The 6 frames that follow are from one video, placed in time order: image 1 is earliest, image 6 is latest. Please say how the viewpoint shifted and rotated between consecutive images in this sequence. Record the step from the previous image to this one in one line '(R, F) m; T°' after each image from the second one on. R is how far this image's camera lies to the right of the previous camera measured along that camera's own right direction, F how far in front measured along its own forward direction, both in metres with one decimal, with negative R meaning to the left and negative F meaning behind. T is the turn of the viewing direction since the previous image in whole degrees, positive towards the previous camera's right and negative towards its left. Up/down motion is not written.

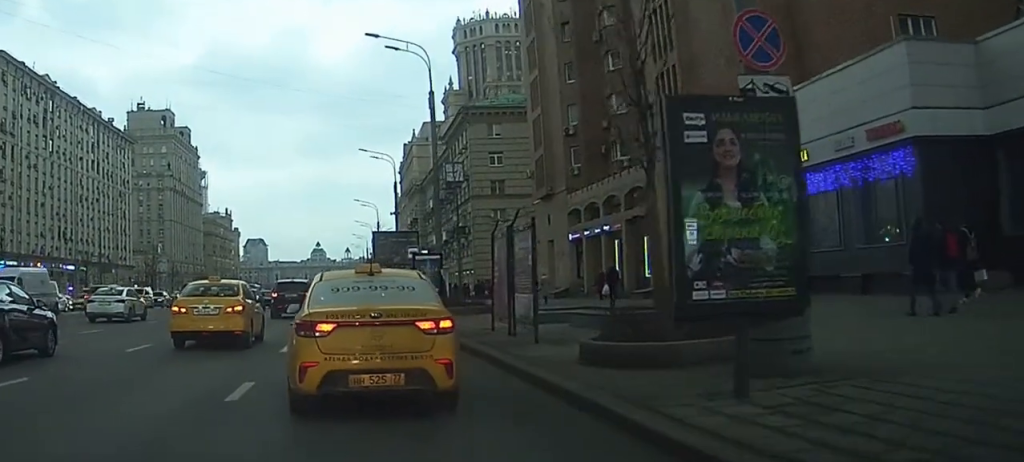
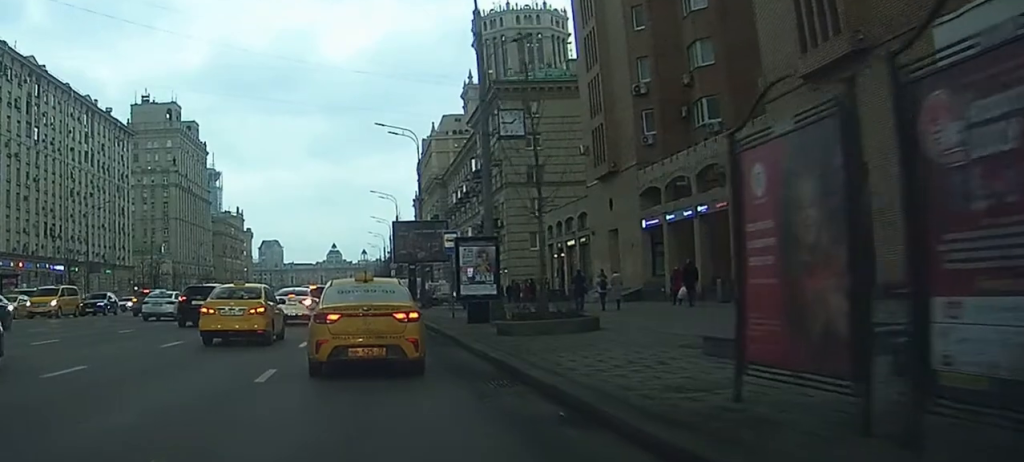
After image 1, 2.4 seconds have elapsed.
(+0.9, +12.8) m; +4°
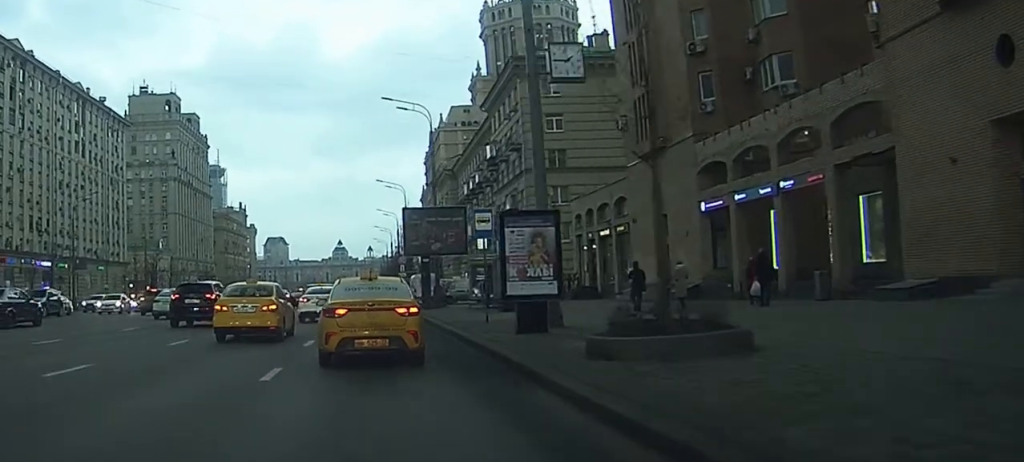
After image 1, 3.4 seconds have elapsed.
(-0.2, +7.6) m; -3°
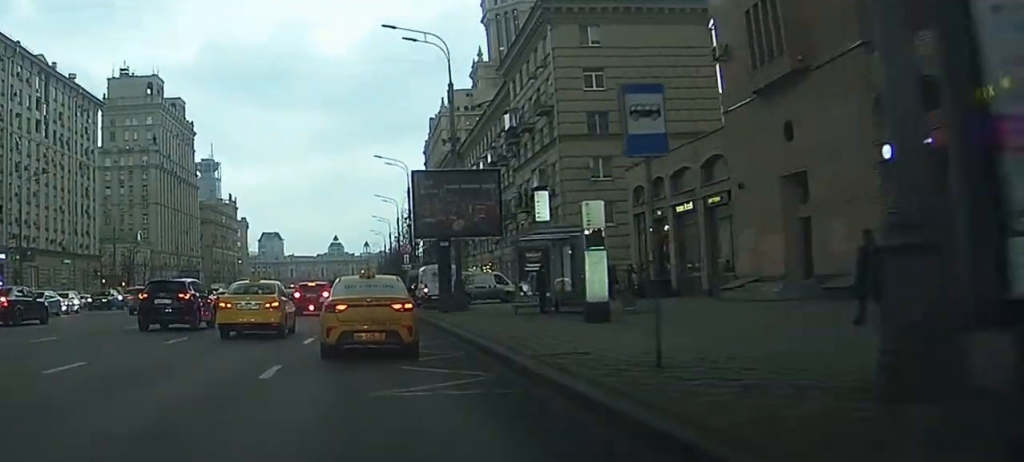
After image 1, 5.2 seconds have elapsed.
(-0.4, +15.8) m; -1°
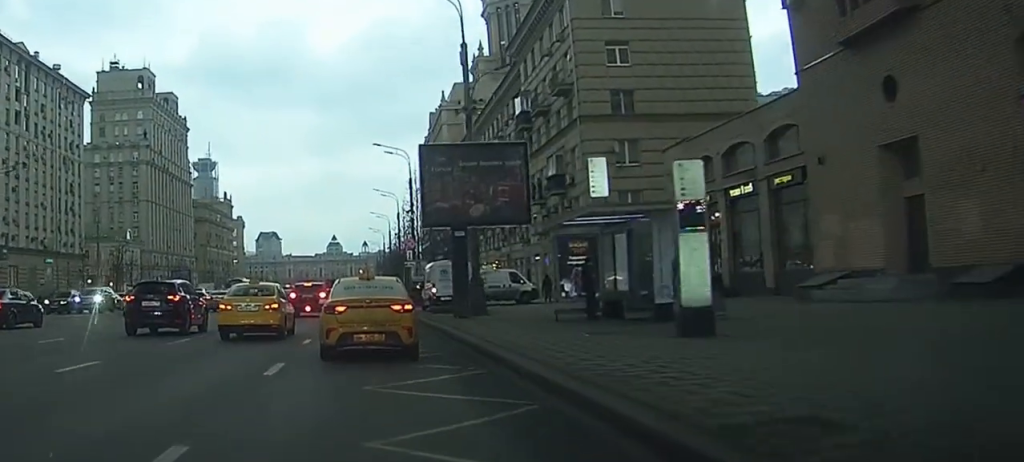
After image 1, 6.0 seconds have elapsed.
(+0.1, +7.3) m; +1°
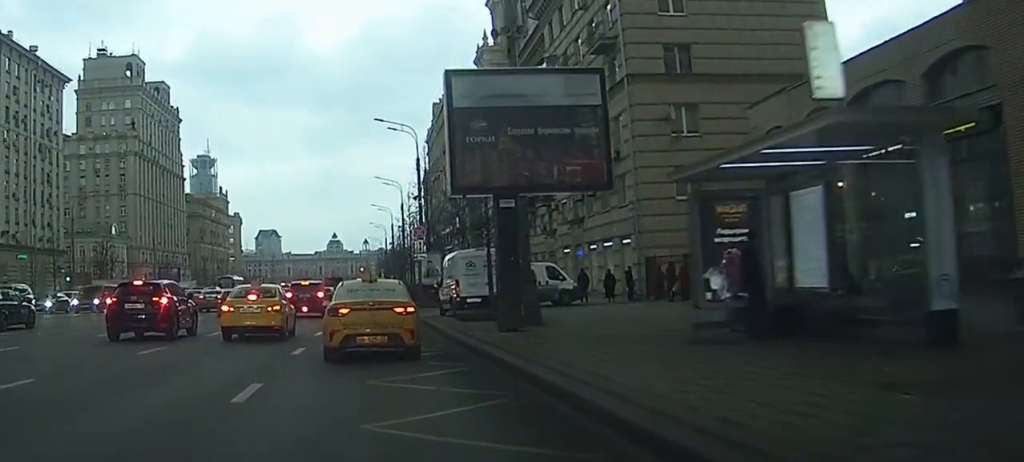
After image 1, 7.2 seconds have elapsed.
(+0.1, +11.7) m; 0°
